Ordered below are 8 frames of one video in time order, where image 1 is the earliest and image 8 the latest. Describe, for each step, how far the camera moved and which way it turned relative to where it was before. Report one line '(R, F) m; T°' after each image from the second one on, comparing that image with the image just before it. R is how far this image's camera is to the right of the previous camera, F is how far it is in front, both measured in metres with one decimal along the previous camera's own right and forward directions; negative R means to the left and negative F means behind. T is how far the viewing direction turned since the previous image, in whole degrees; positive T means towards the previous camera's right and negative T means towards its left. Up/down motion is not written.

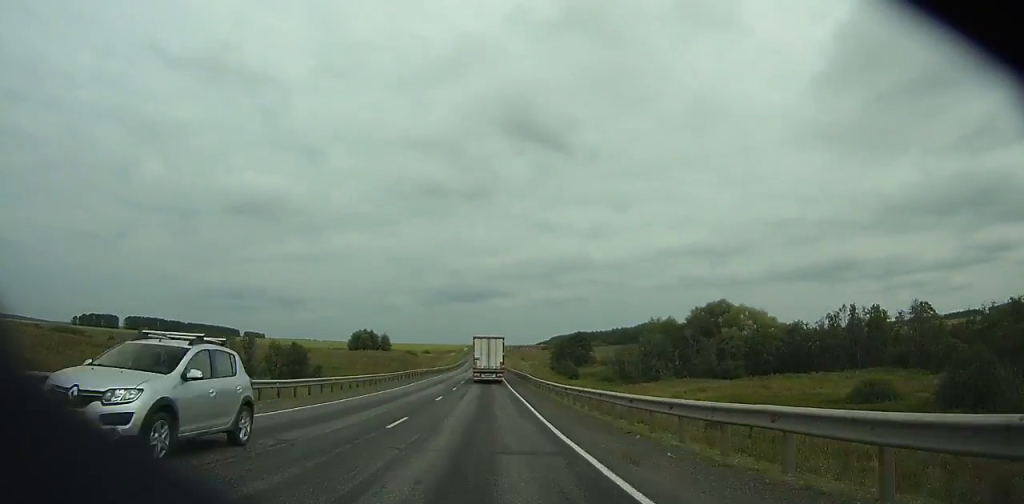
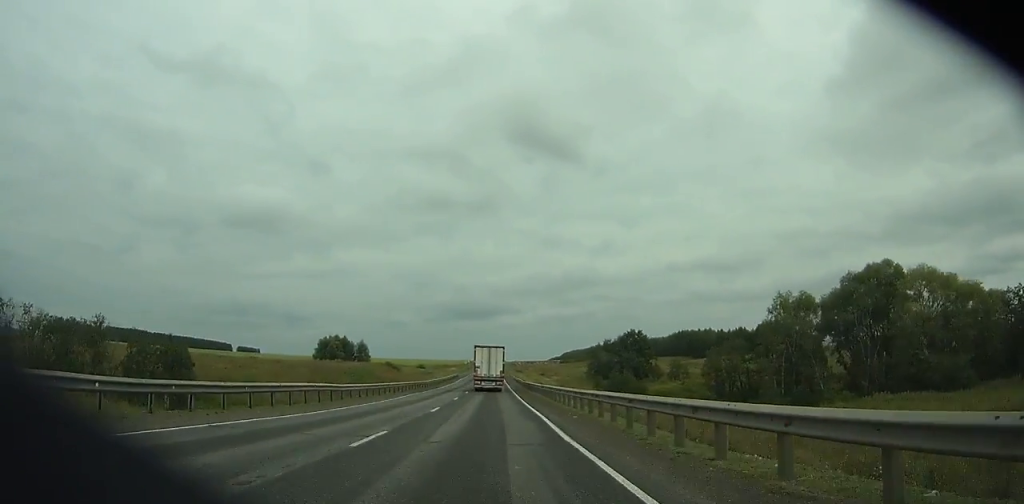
(-0.1, +64.4) m; 0°
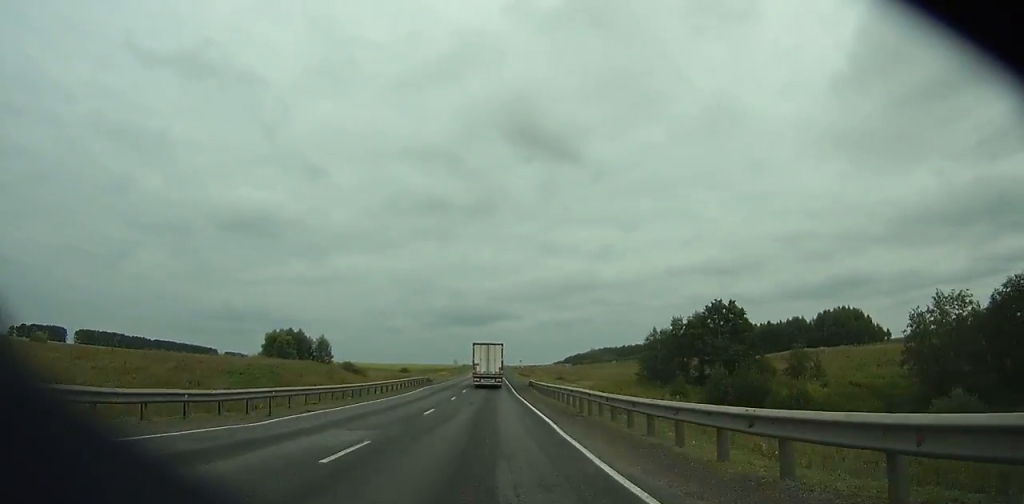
(-0.1, +49.7) m; 0°
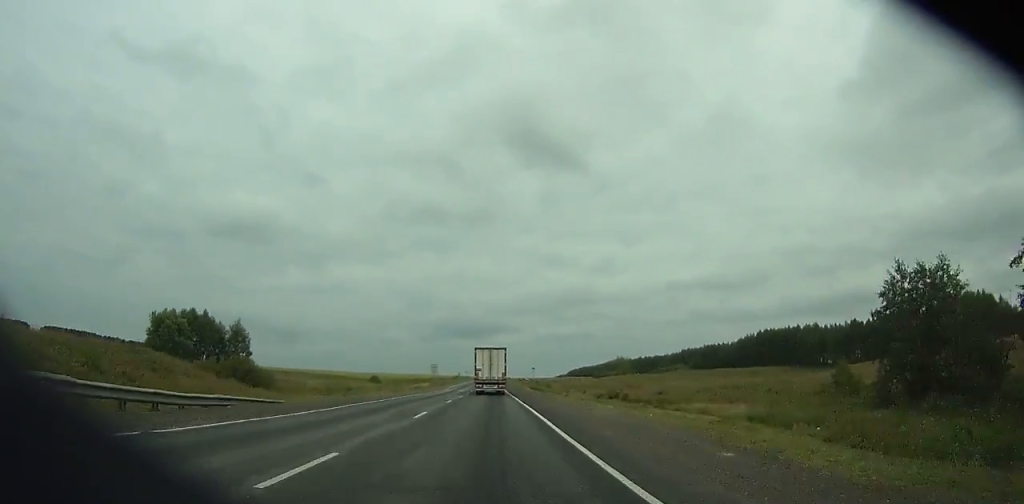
(0.0, +56.0) m; 0°
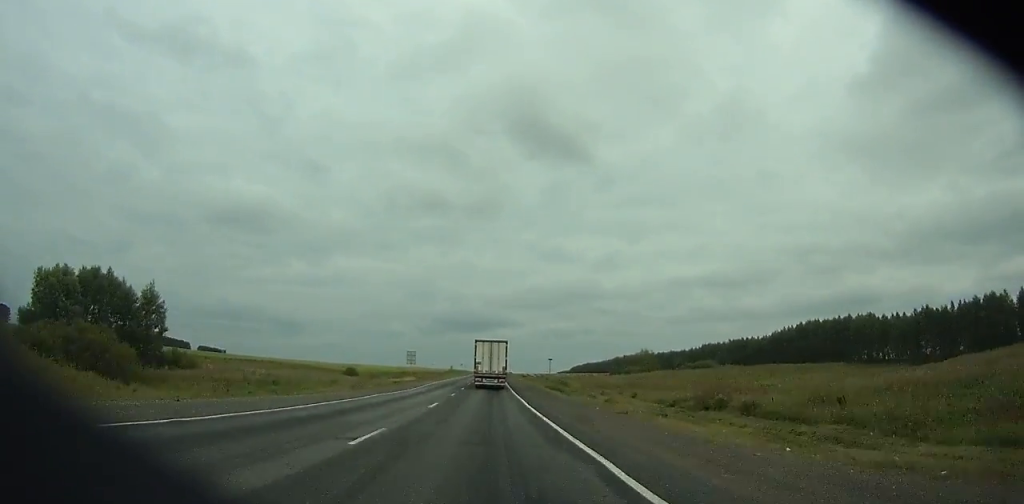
(+0.1, +32.1) m; 0°
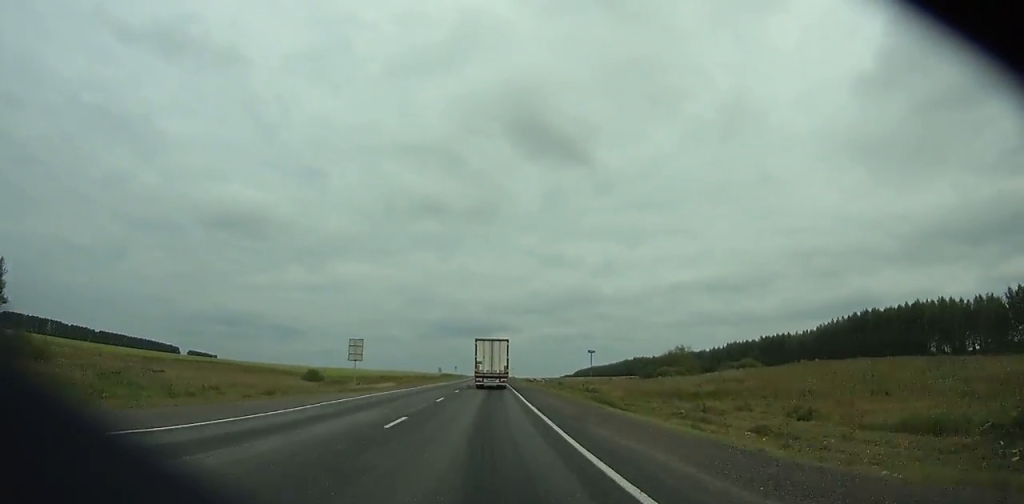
(0.0, +33.8) m; 0°
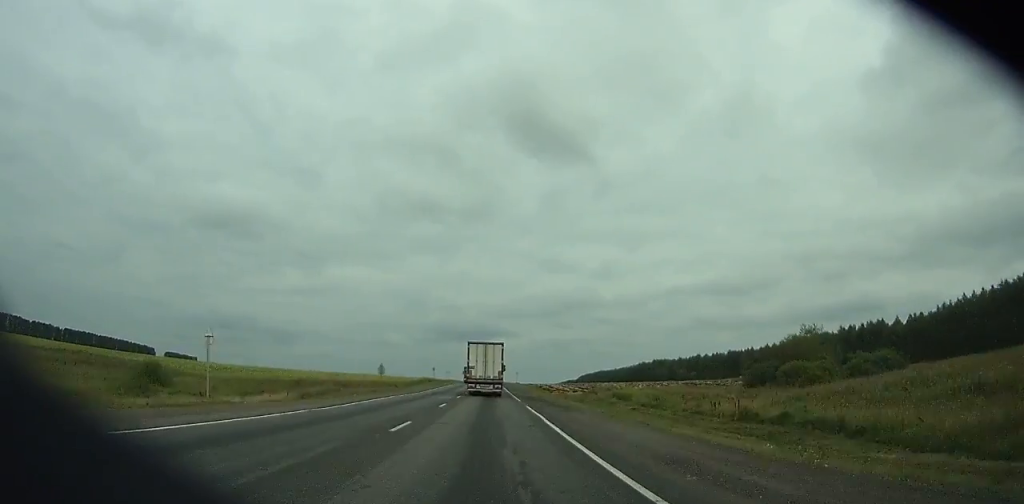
(-0.1, +60.2) m; 0°
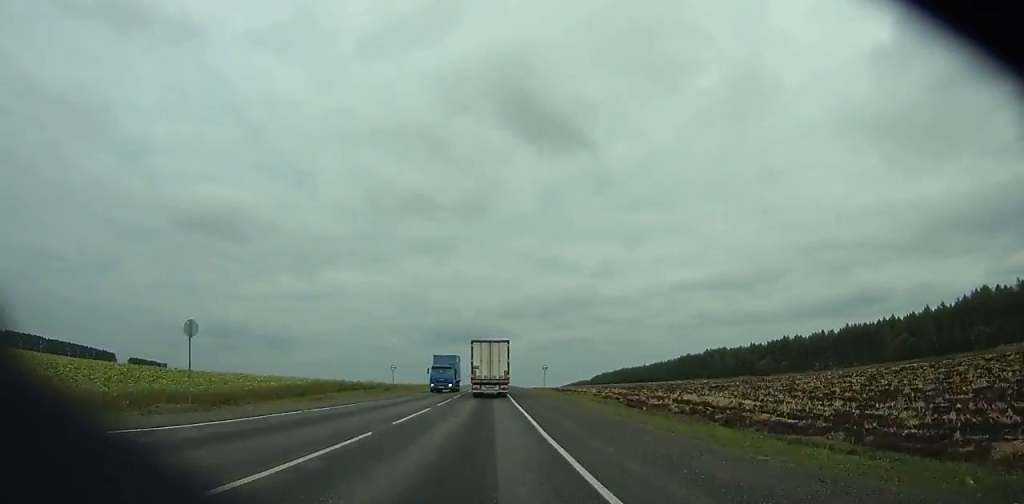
(+0.3, +94.6) m; 0°
